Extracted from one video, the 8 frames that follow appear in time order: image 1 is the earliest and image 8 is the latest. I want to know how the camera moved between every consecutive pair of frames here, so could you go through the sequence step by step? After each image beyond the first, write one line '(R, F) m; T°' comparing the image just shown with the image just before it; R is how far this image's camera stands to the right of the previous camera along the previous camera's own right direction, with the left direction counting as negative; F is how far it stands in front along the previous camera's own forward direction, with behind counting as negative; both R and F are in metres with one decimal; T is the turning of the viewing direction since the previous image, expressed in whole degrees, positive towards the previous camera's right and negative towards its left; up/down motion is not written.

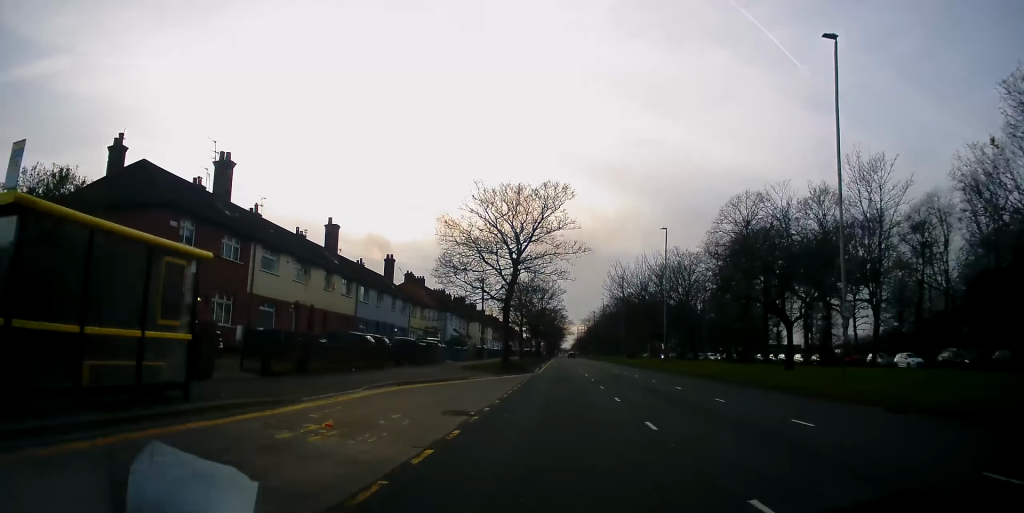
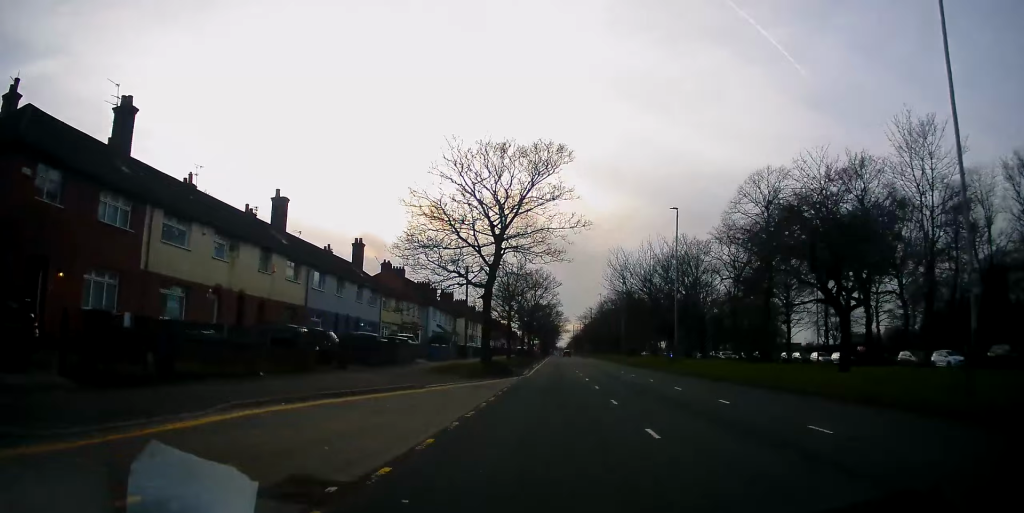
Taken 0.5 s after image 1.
(0.0, +7.0) m; -1°
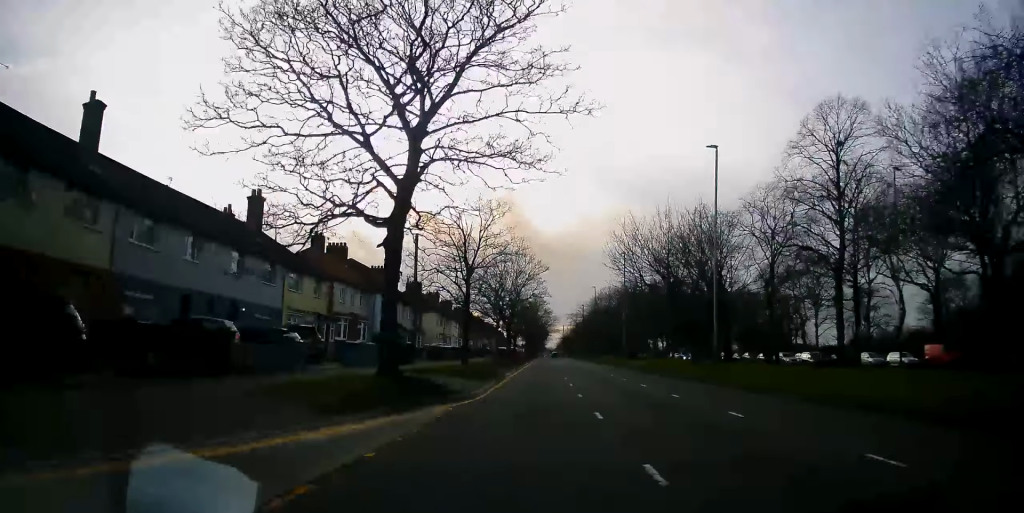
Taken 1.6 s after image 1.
(-0.1, +14.6) m; 0°
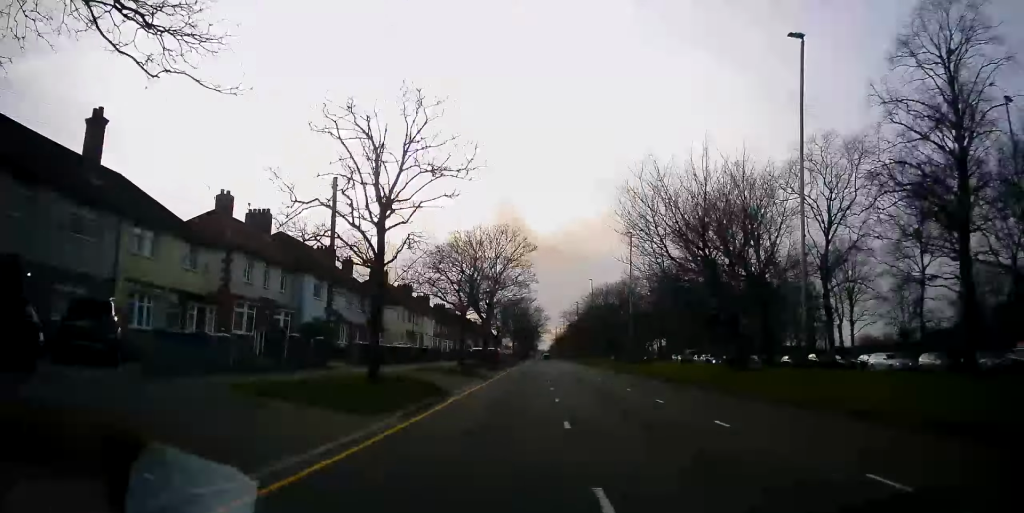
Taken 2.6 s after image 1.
(+0.1, +12.5) m; +2°
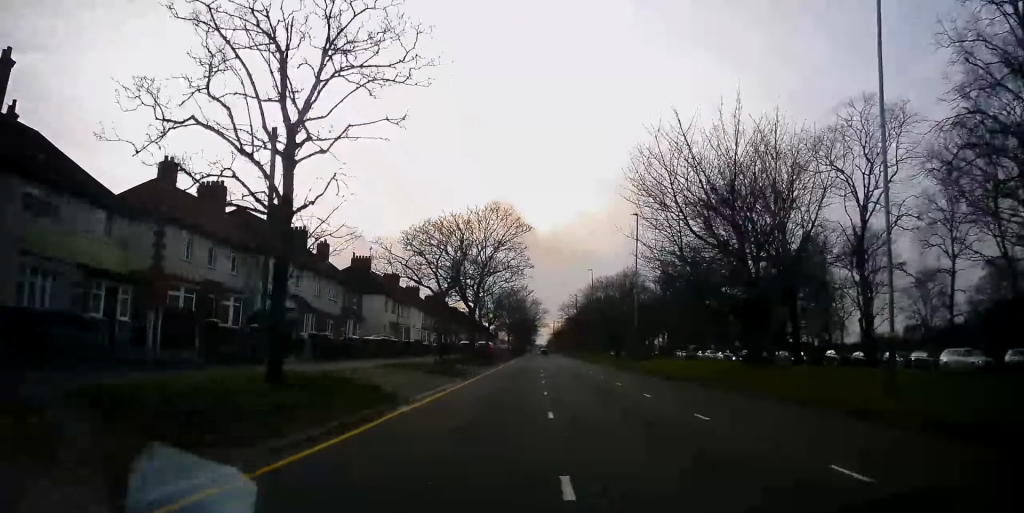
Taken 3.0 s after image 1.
(+0.1, +5.5) m; +1°
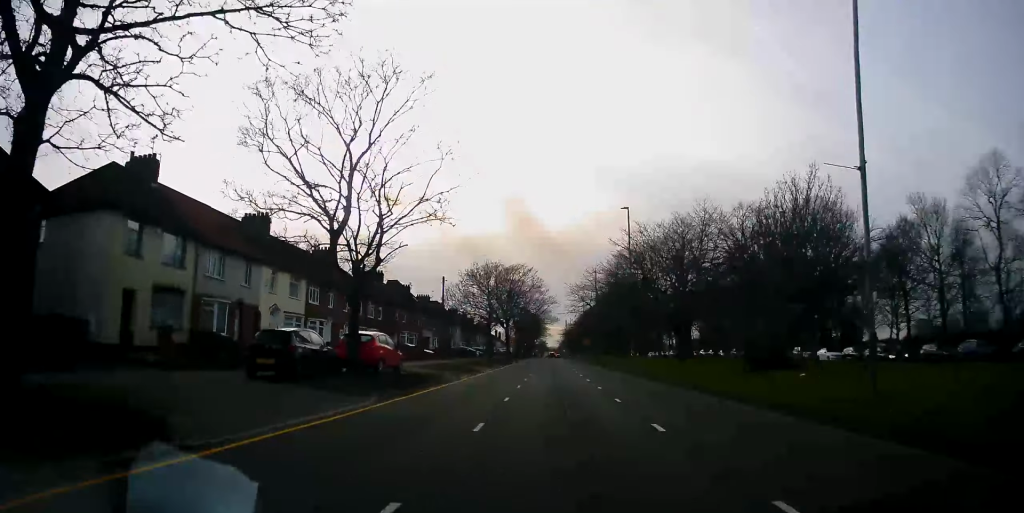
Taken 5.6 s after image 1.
(-0.3, +36.9) m; -1°
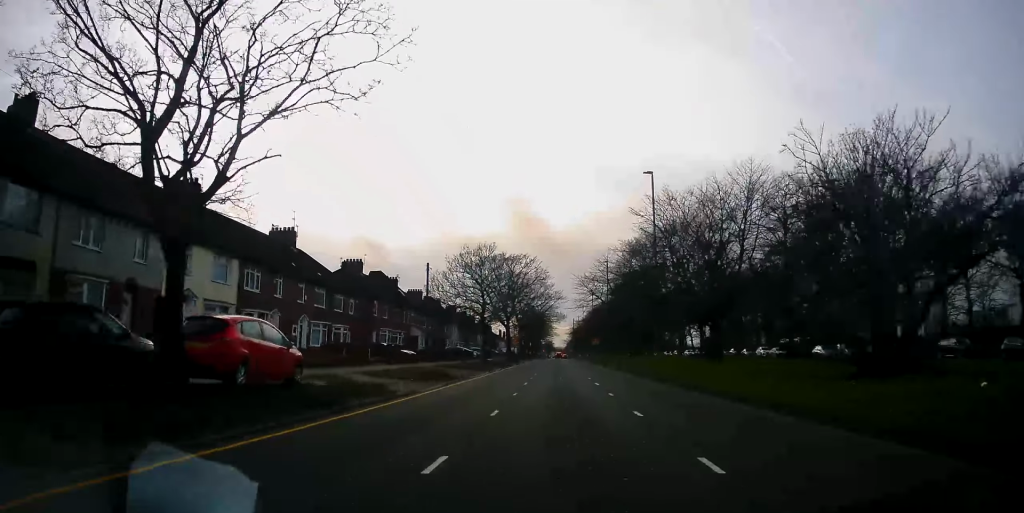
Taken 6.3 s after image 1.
(+0.3, +9.5) m; 0°
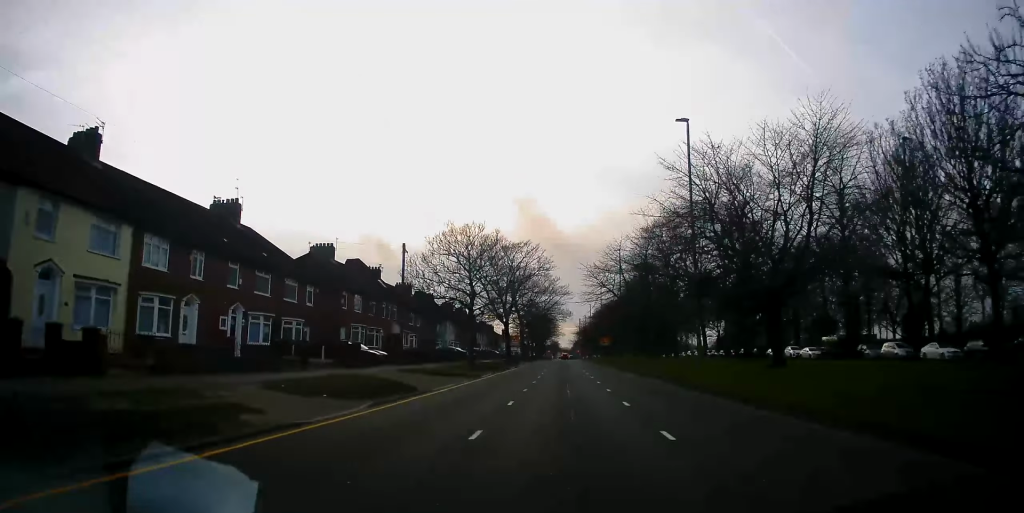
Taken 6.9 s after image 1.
(-0.3, +9.2) m; -2°
